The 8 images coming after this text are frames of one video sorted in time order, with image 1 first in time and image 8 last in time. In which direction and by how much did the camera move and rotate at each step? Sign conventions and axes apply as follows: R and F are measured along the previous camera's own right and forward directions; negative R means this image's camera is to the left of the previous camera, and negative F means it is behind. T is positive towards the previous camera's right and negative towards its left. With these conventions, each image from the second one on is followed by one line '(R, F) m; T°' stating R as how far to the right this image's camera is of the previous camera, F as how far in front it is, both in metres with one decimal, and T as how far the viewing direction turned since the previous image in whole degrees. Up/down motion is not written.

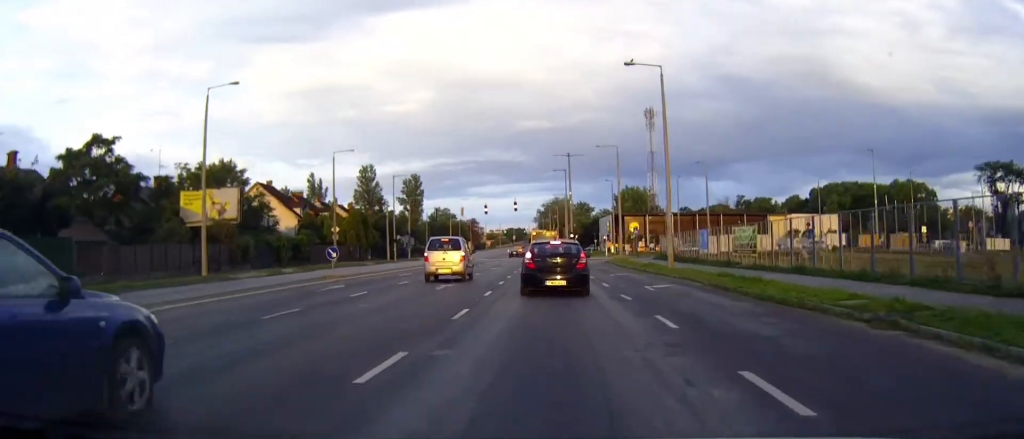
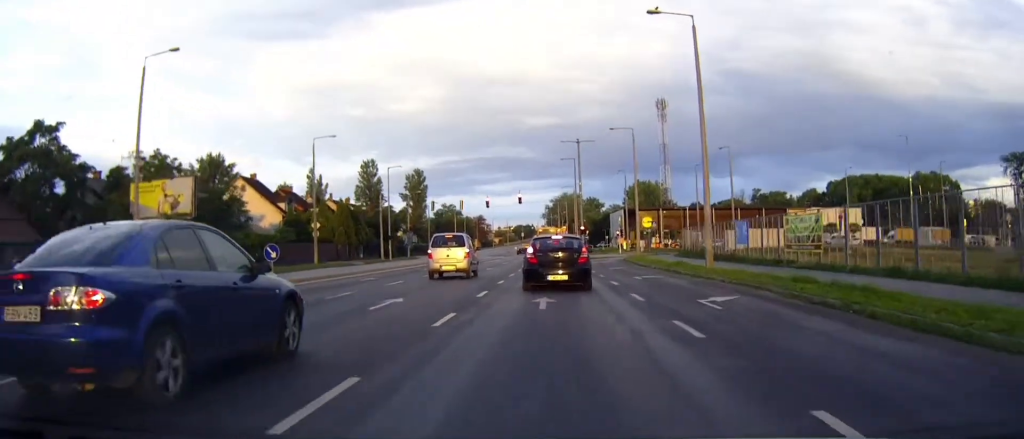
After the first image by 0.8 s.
(0.0, +8.0) m; -1°
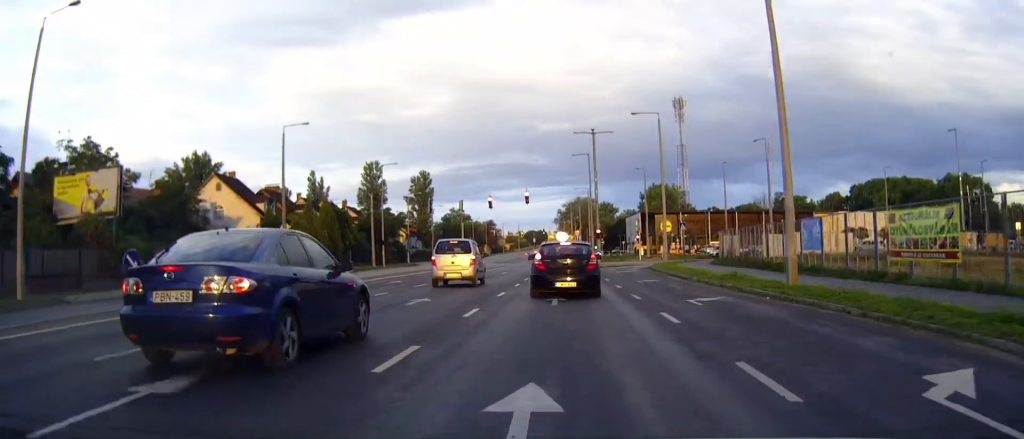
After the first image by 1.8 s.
(-0.1, +10.0) m; 0°
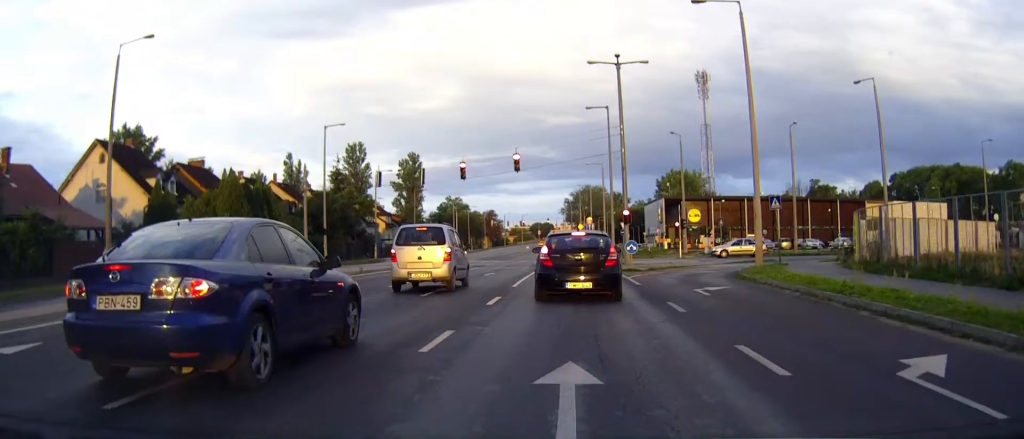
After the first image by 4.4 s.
(-0.4, +25.0) m; -1°
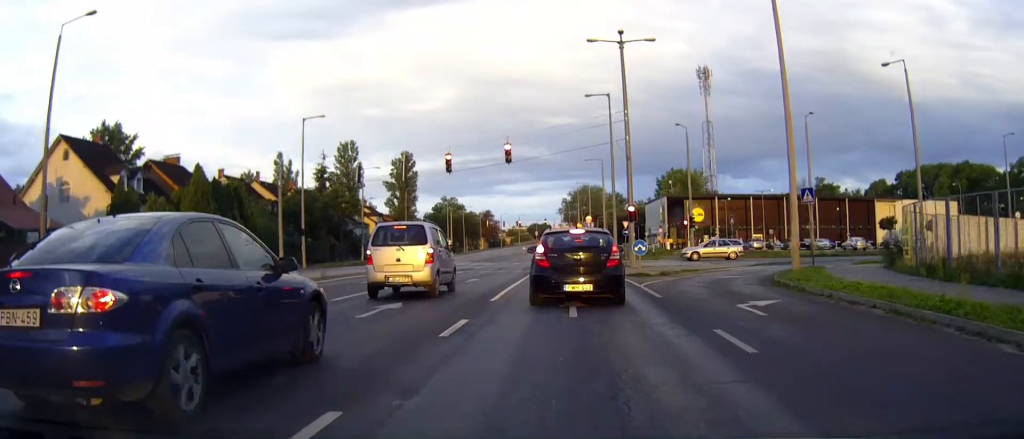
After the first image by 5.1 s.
(0.0, +5.3) m; 0°
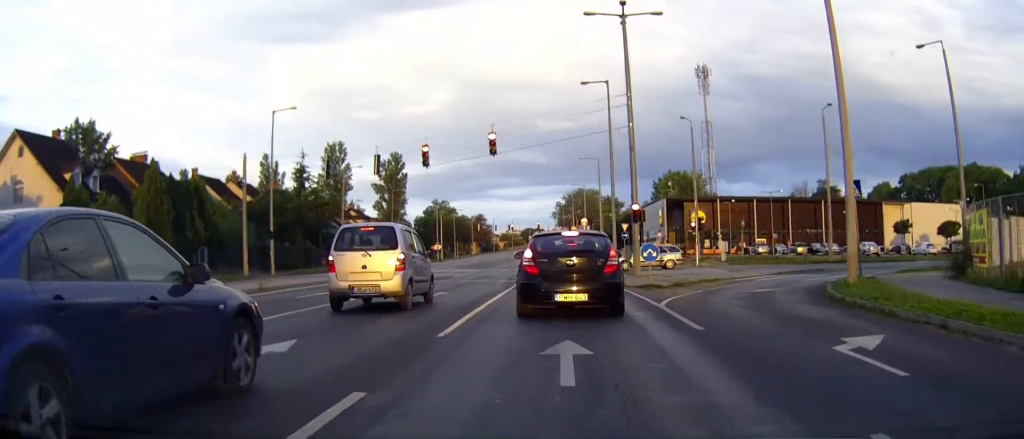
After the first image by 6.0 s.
(0.0, +6.4) m; 0°
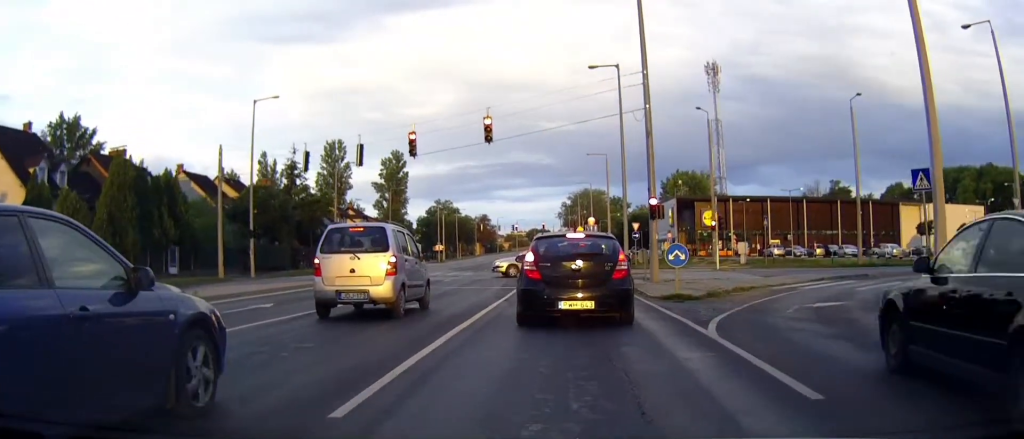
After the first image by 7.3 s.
(0.0, +6.0) m; 0°
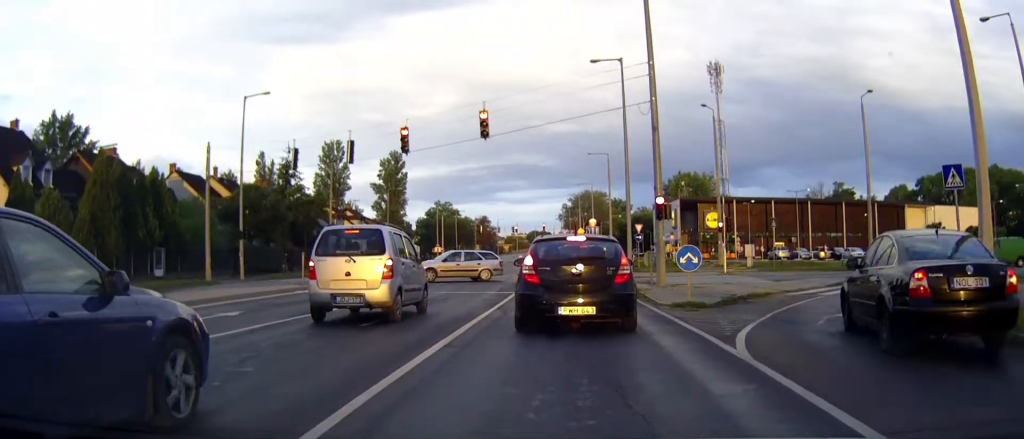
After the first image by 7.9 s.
(0.0, +2.3) m; 0°
